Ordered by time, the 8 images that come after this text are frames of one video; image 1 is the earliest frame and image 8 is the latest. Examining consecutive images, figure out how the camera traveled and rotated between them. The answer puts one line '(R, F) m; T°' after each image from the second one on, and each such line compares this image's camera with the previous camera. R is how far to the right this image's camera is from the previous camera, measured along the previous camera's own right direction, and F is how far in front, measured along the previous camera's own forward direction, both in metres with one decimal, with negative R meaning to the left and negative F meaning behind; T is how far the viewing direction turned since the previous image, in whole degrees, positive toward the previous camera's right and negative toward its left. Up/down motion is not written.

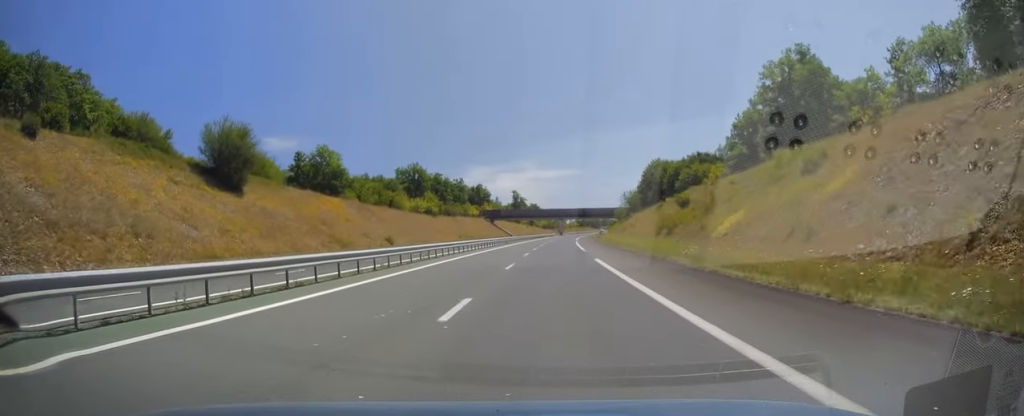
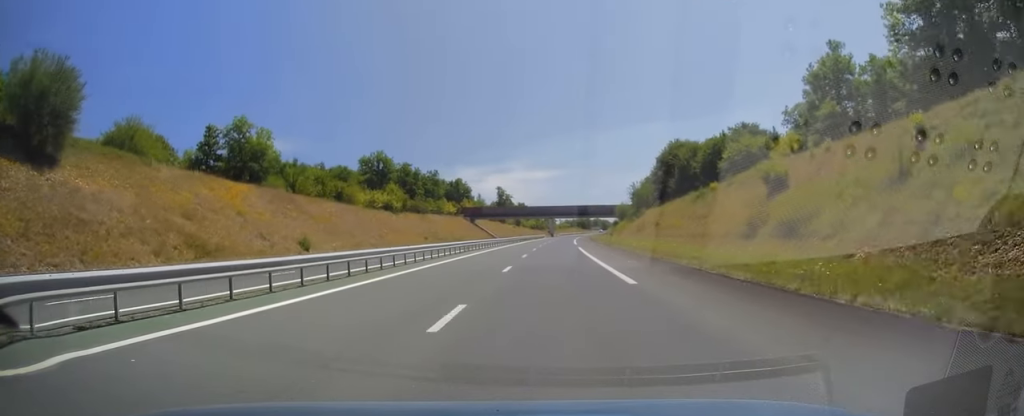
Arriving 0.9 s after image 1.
(+0.1, +26.9) m; +1°
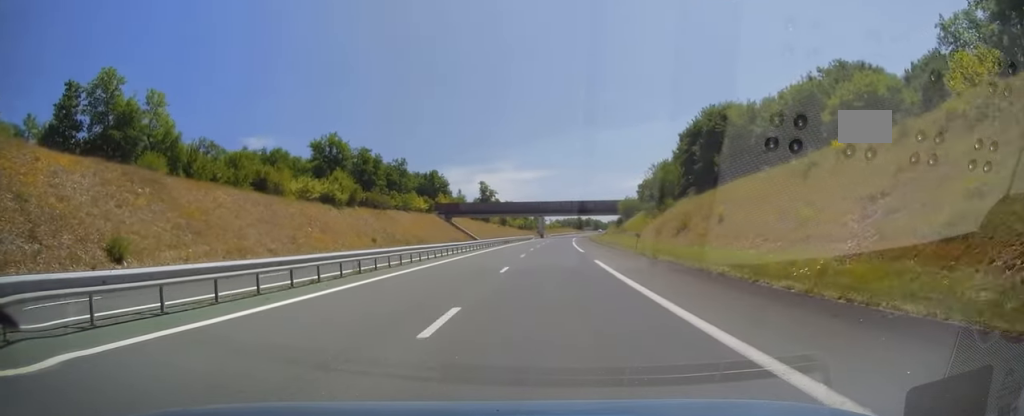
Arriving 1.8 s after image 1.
(+0.3, +26.3) m; +2°
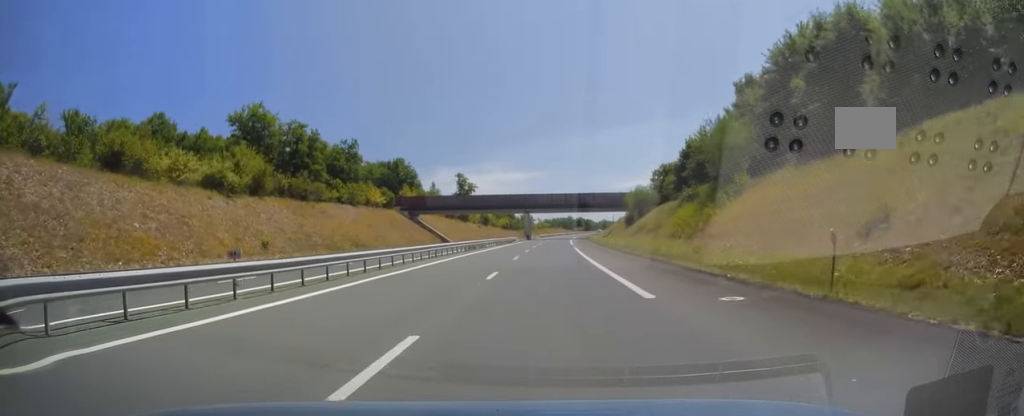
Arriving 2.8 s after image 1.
(+0.5, +28.9) m; +1°
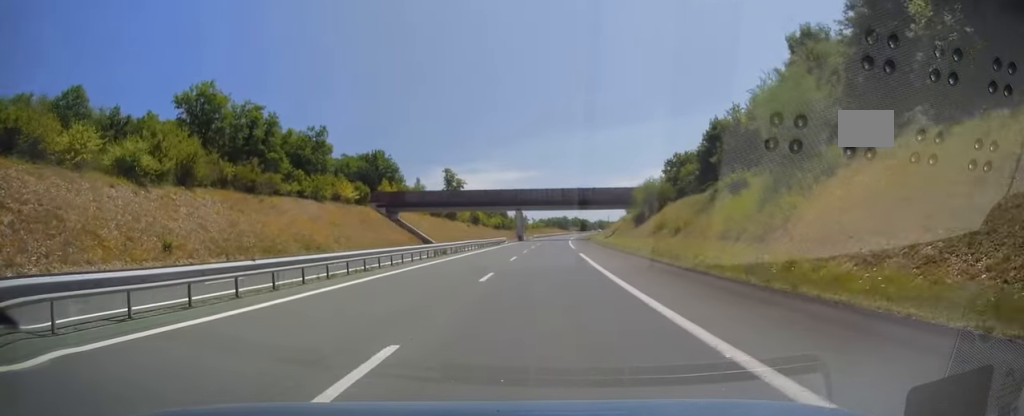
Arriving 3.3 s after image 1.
(0.0, +13.6) m; 0°
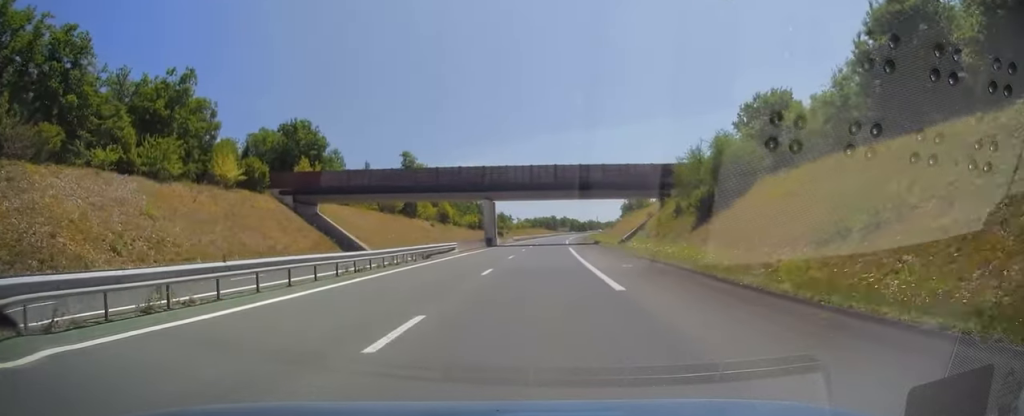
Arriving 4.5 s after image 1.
(+0.2, +36.1) m; +1°
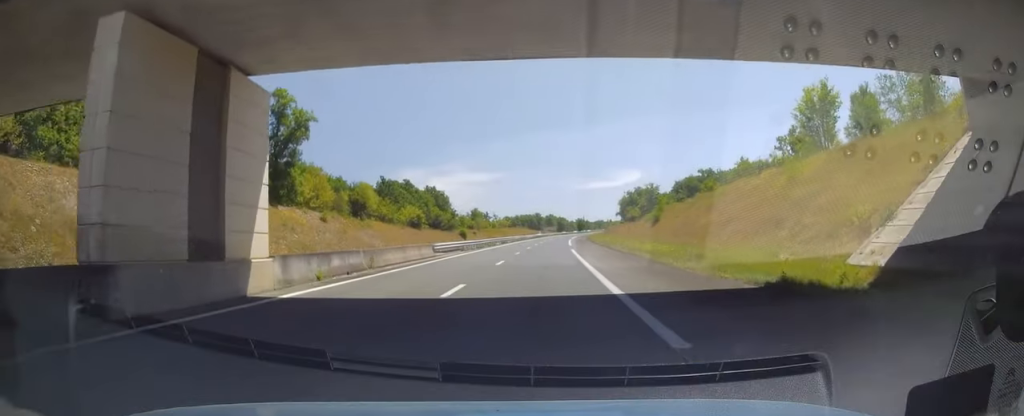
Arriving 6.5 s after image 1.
(+1.0, +58.6) m; +2°
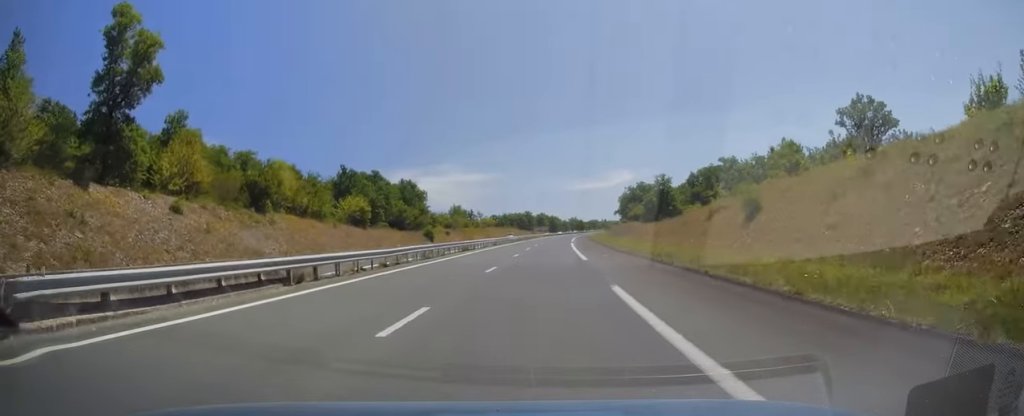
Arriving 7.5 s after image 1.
(+0.4, +30.8) m; +1°
